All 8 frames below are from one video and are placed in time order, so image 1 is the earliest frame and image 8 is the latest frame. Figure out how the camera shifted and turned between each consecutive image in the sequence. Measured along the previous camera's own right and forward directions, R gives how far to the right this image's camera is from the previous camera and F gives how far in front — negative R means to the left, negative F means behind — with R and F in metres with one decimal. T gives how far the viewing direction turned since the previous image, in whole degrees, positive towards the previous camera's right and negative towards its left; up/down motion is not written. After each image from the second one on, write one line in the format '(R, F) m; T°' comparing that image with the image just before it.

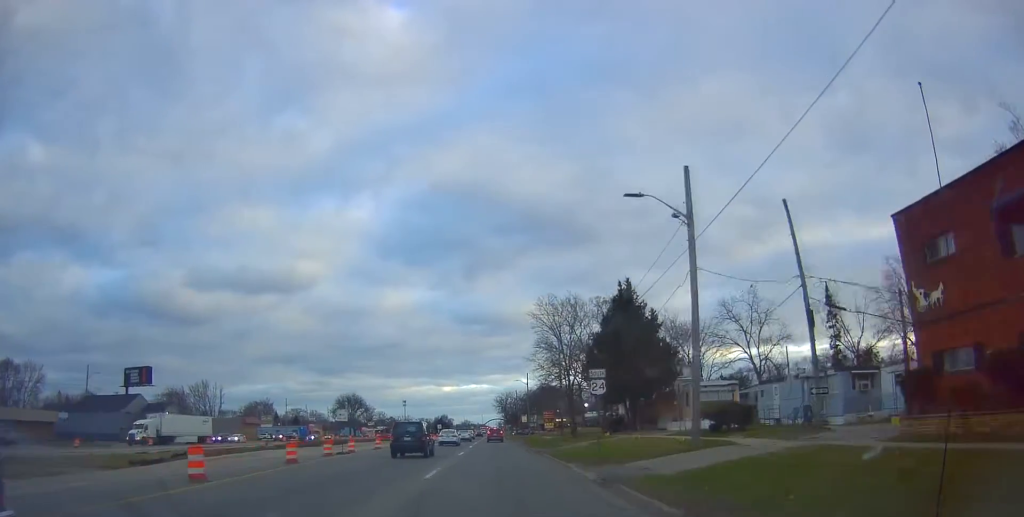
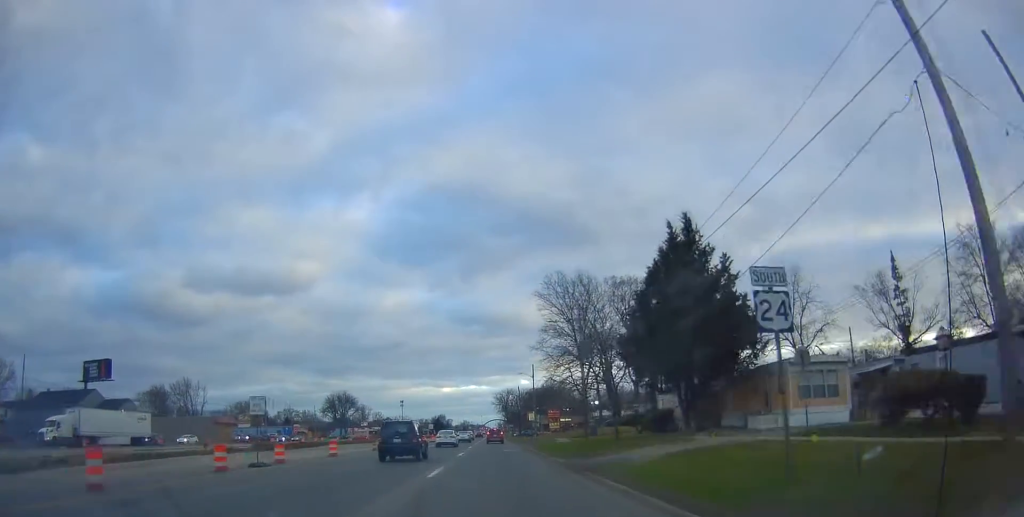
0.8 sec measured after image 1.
(+0.3, +14.1) m; -1°
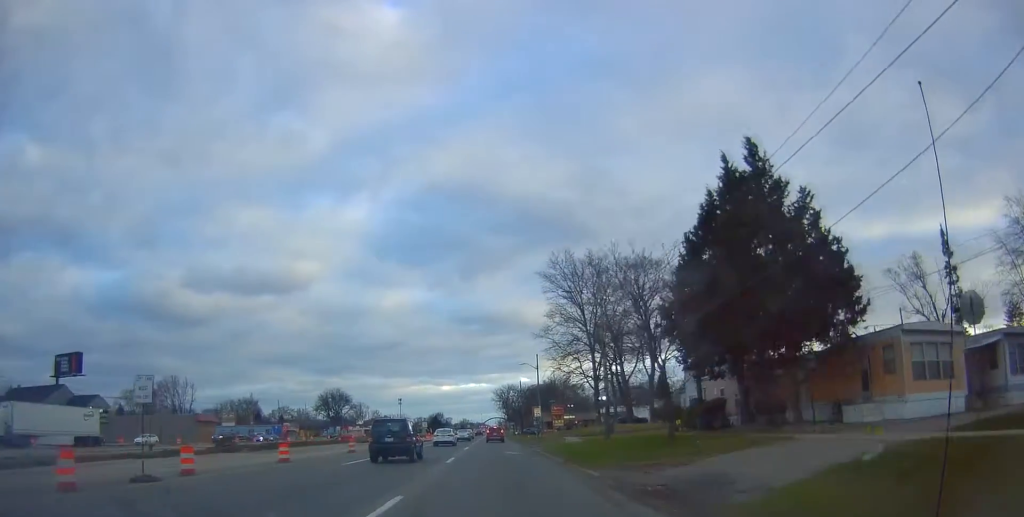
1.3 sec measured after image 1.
(-0.1, +8.8) m; 0°
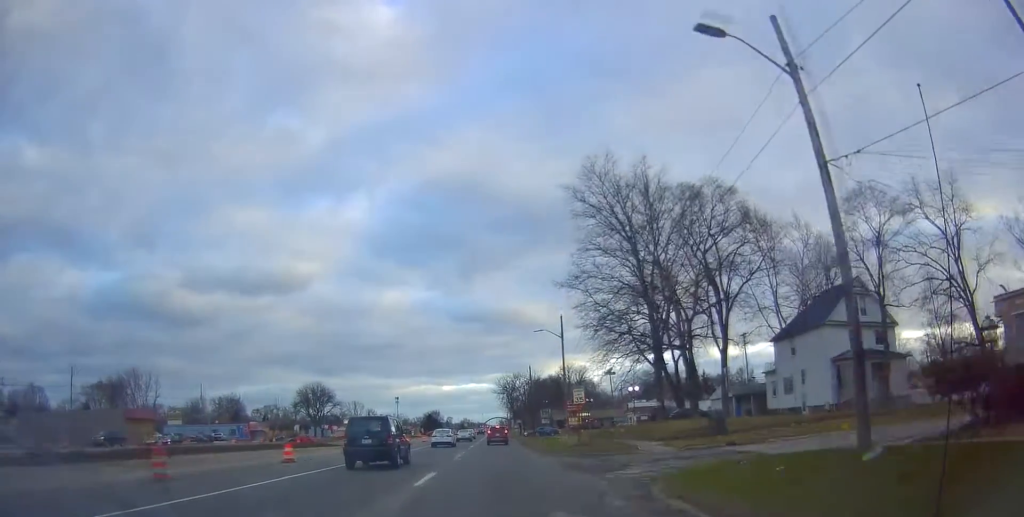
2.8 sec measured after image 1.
(0.0, +25.4) m; 0°
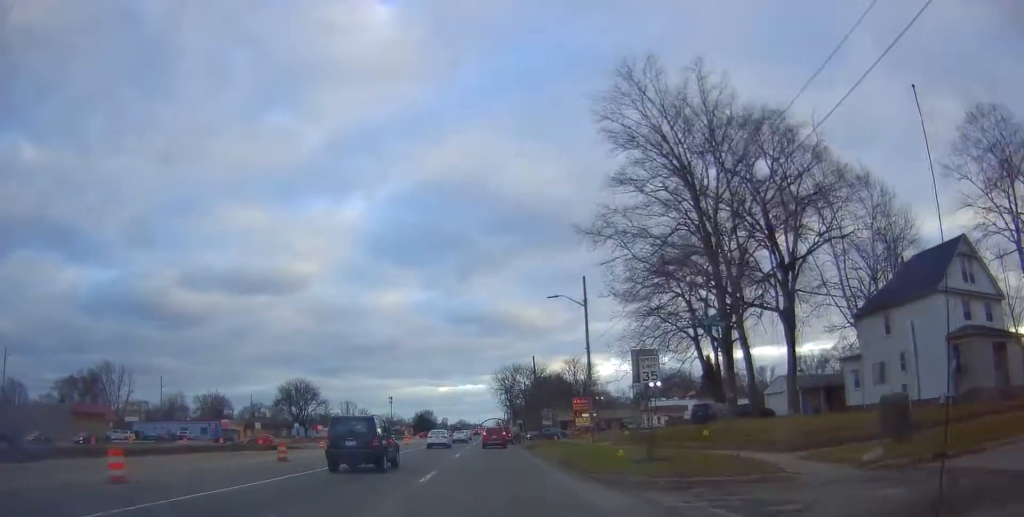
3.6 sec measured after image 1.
(-0.3, +14.1) m; 0°
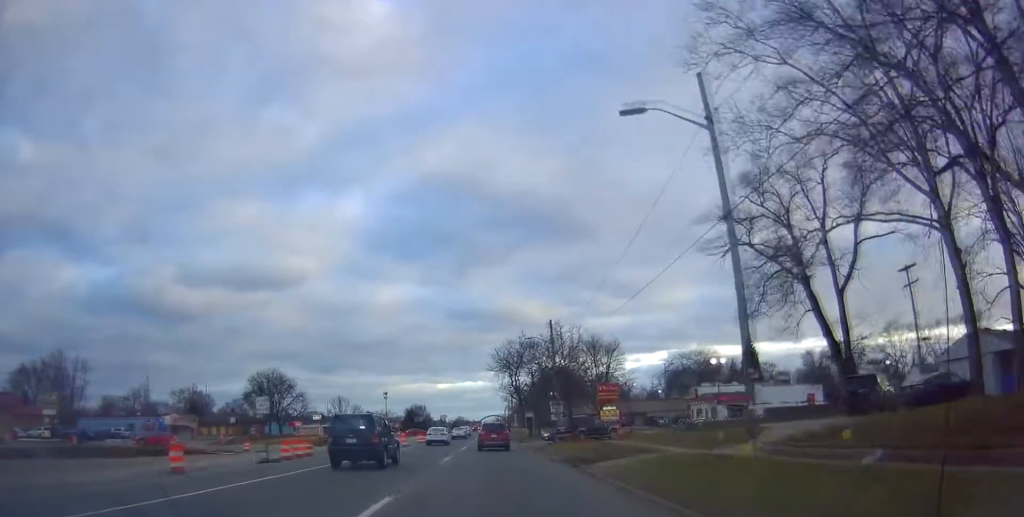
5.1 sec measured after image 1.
(+0.5, +23.6) m; +2°
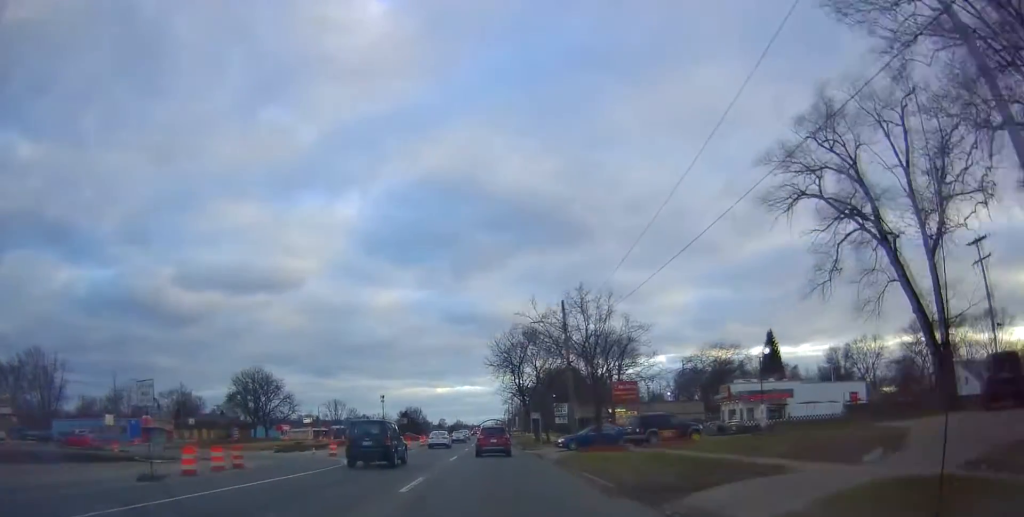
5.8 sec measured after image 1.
(+0.1, +10.8) m; -1°
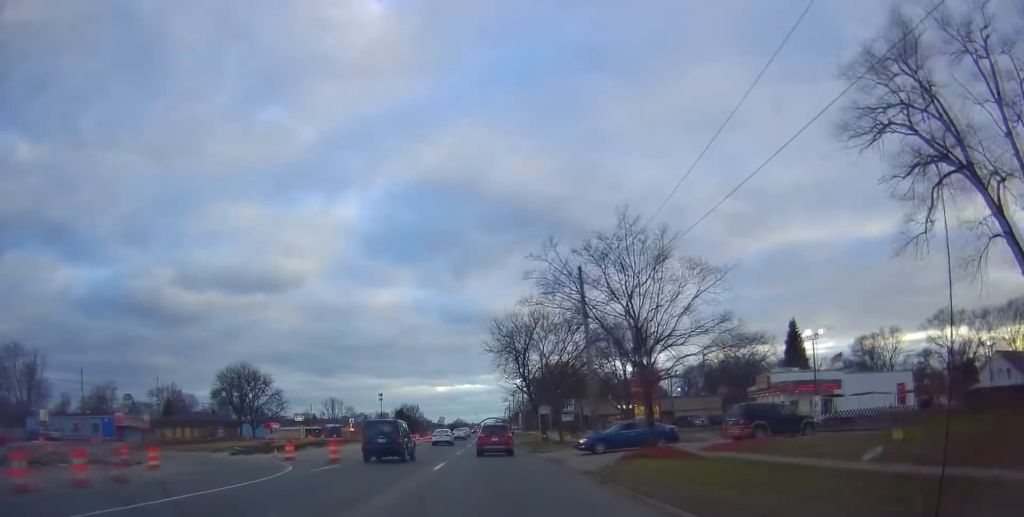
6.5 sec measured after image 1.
(-0.2, +9.3) m; 0°
